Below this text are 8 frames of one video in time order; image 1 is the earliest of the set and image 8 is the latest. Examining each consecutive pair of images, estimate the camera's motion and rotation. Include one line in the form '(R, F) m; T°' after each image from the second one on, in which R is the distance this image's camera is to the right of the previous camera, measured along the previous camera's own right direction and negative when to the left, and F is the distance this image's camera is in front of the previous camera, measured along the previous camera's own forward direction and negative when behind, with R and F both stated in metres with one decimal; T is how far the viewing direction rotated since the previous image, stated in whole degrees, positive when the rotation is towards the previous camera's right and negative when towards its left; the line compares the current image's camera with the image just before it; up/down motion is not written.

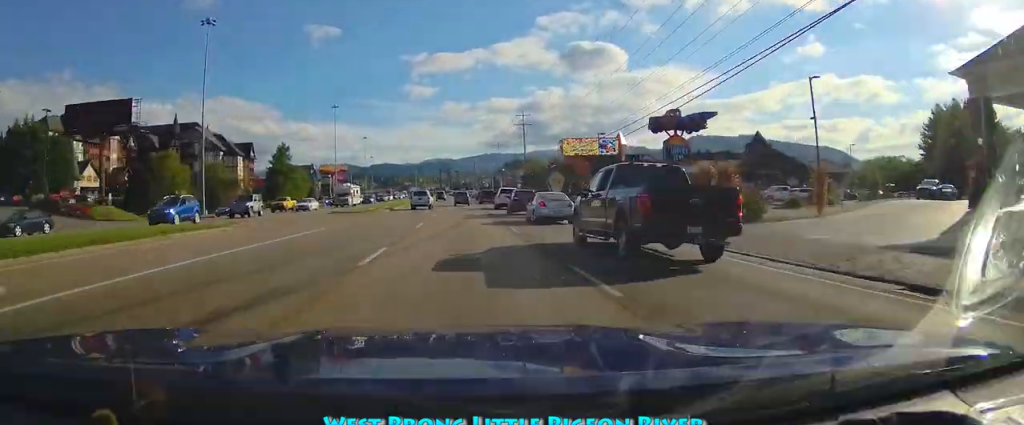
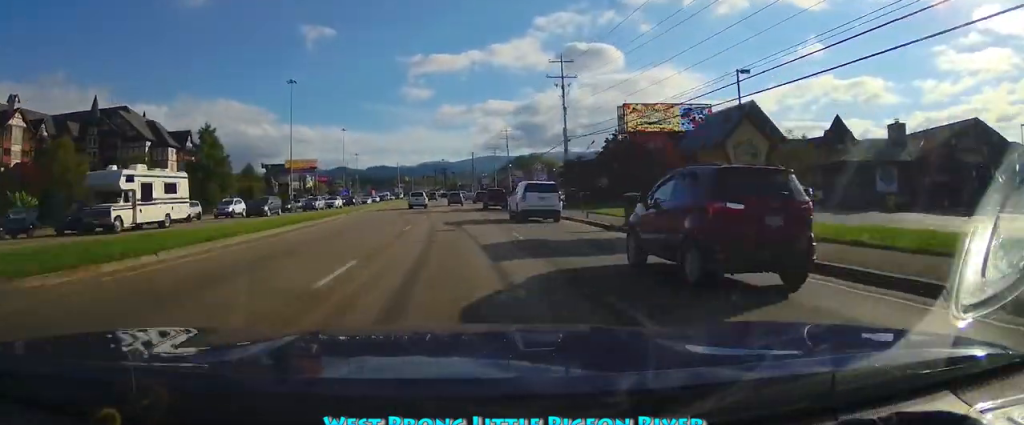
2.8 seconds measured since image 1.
(-0.2, +41.4) m; 0°
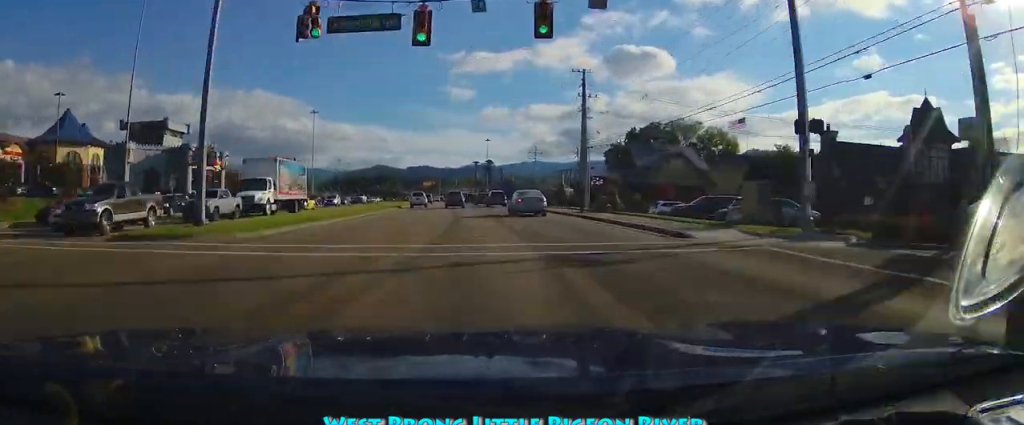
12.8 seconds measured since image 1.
(-5.1, +155.3) m; -4°
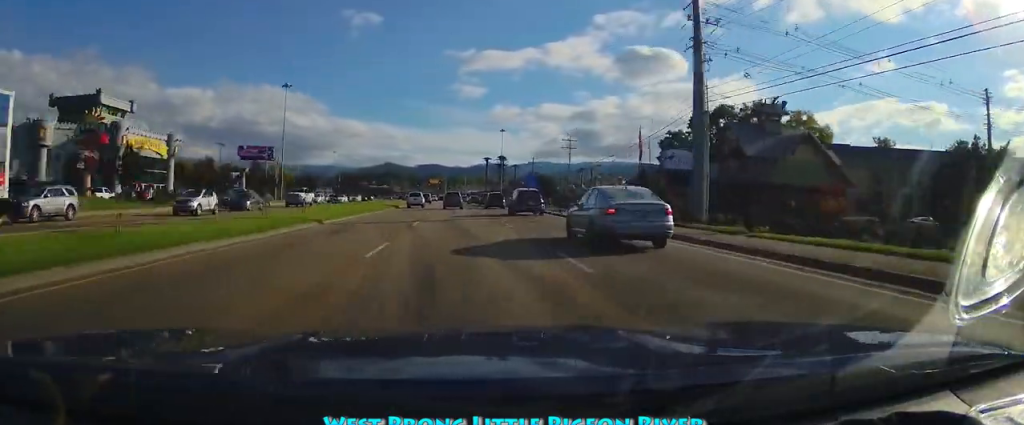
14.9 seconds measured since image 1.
(-0.1, +31.7) m; -1°
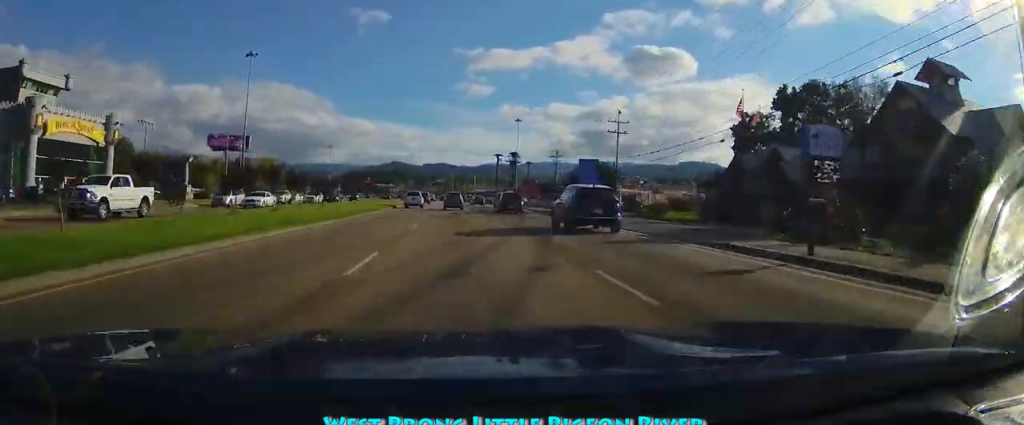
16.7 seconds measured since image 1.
(-0.3, +23.9) m; -1°
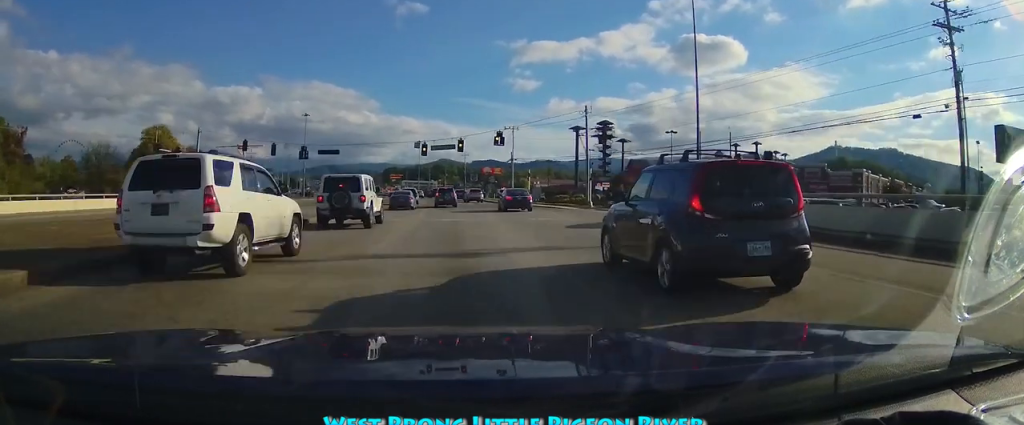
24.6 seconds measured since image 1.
(-2.3, +84.3) m; -4°
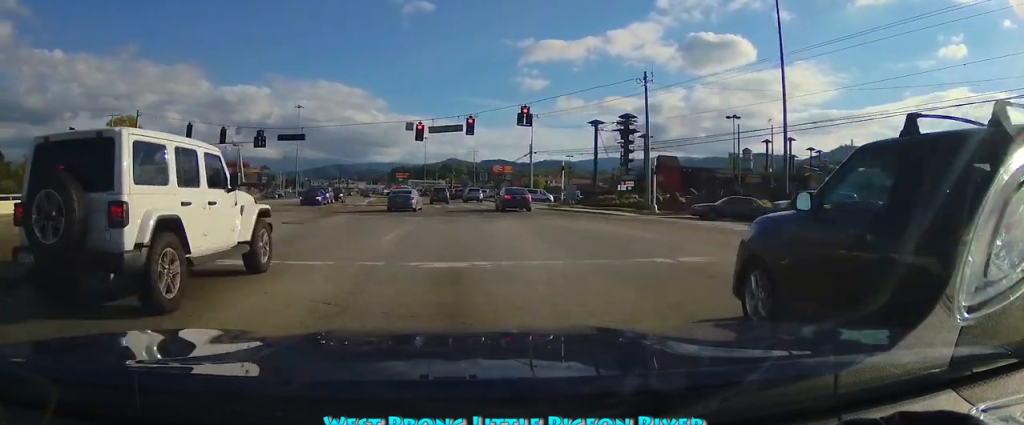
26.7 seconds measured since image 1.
(0.0, +15.2) m; -2°
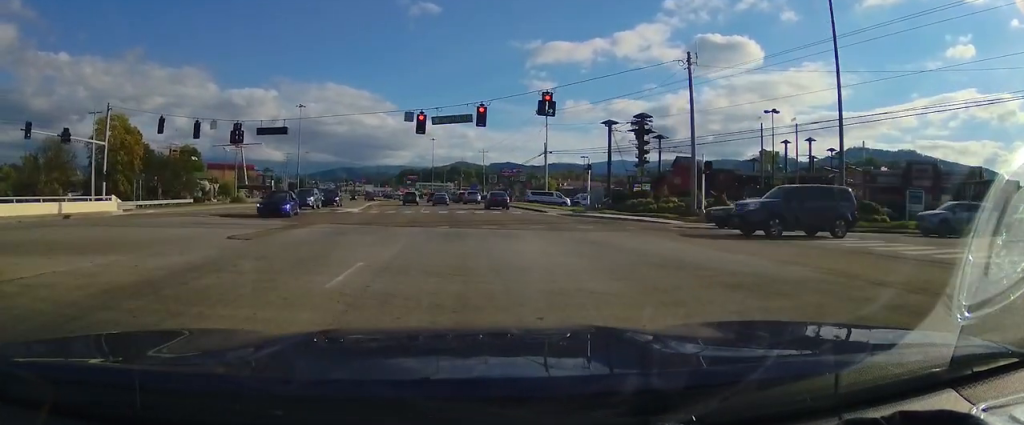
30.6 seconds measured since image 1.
(-0.9, +17.0) m; -3°
